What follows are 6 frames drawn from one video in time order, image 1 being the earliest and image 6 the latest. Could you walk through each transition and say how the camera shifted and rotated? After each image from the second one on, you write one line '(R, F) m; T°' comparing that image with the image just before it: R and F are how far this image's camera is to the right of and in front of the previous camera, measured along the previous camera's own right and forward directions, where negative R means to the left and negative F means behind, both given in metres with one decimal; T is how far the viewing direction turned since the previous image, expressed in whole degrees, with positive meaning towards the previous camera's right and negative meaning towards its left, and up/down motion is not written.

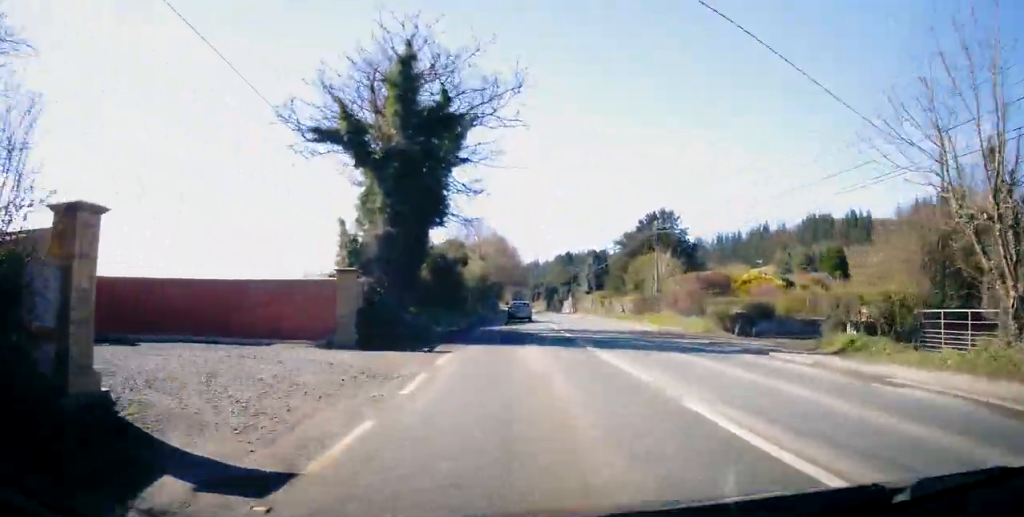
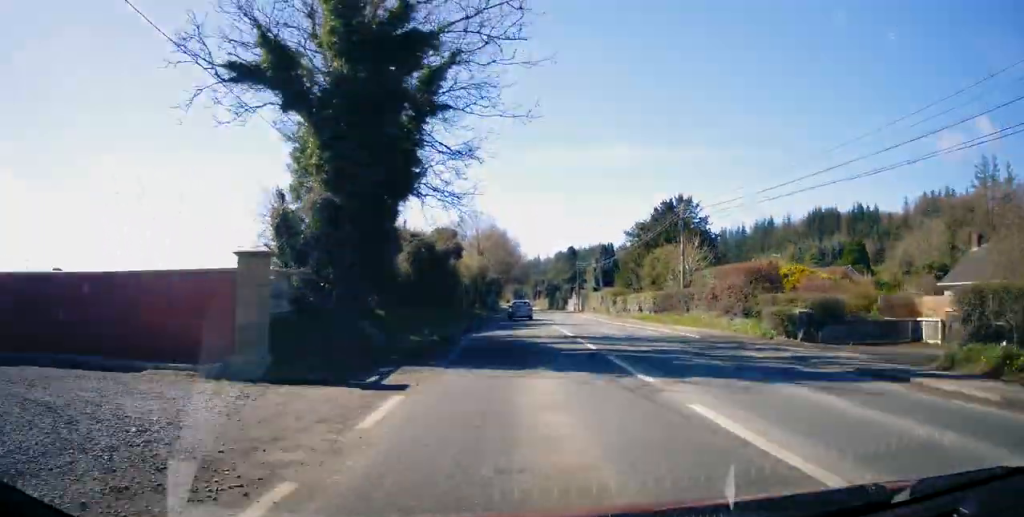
(+0.1, +6.3) m; 0°
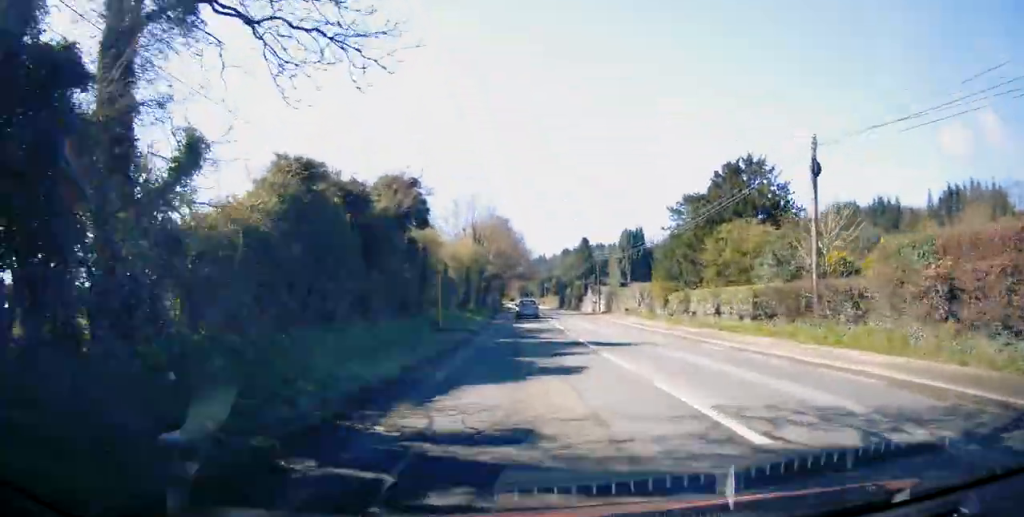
(-0.2, +16.0) m; -1°
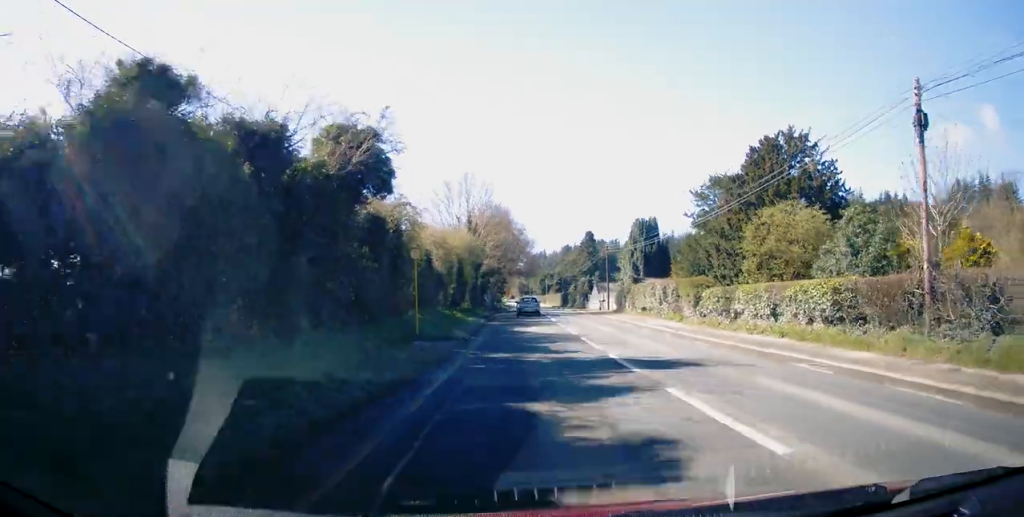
(0.0, +6.3) m; +1°
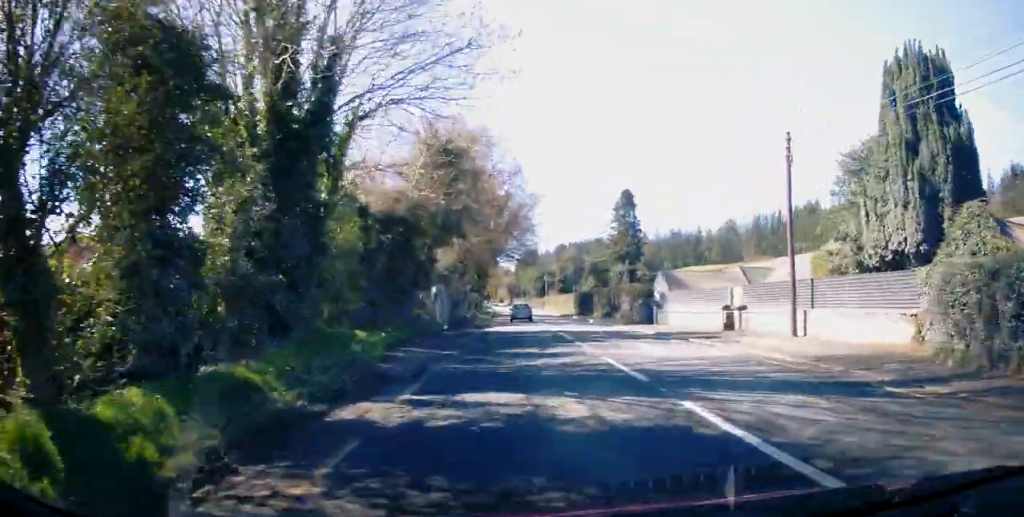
(+1.1, +43.3) m; 0°
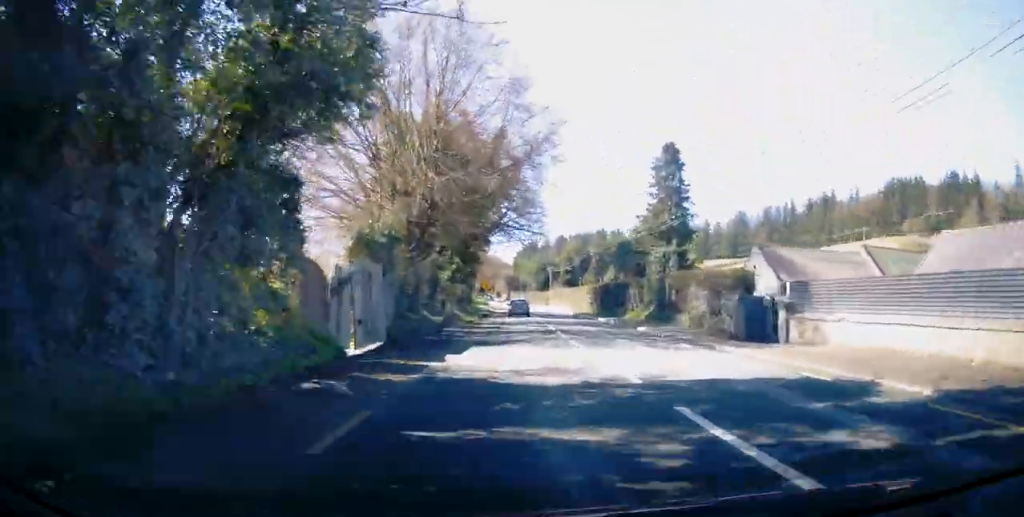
(0.0, +18.3) m; +1°
